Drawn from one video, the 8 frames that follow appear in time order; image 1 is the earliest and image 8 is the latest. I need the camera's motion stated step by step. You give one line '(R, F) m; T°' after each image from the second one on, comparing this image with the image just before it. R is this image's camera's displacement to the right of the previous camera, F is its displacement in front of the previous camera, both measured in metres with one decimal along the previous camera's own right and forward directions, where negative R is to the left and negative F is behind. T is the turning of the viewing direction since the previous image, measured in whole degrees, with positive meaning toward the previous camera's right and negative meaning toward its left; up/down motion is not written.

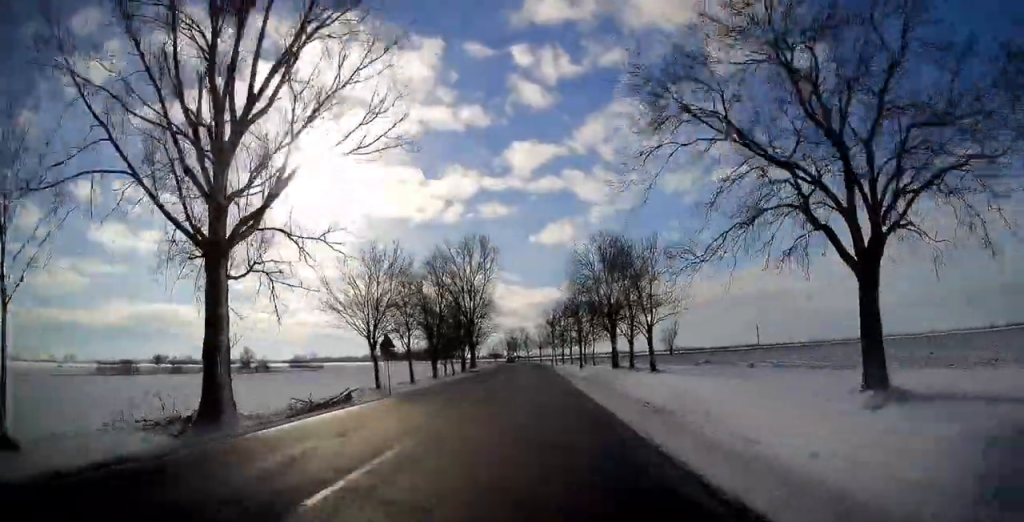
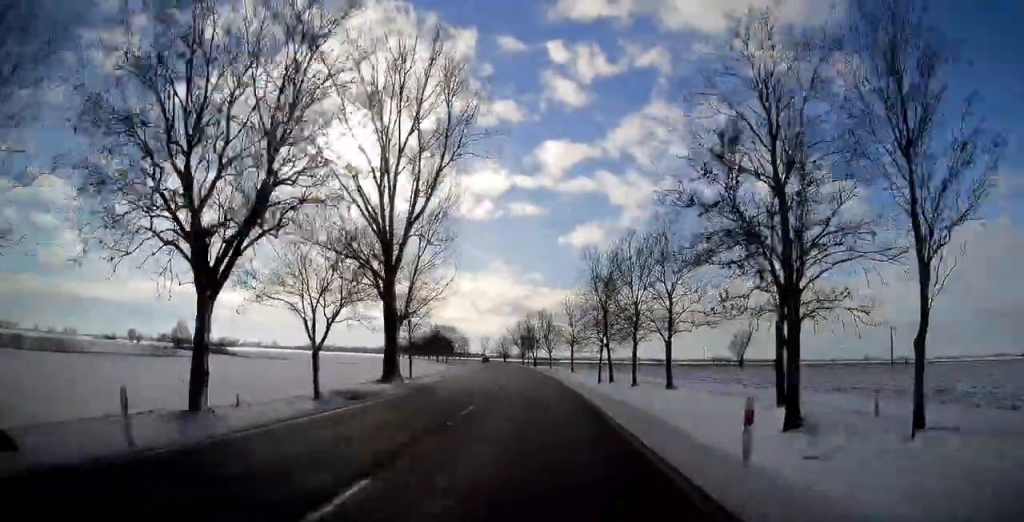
(-0.9, +74.4) m; -3°
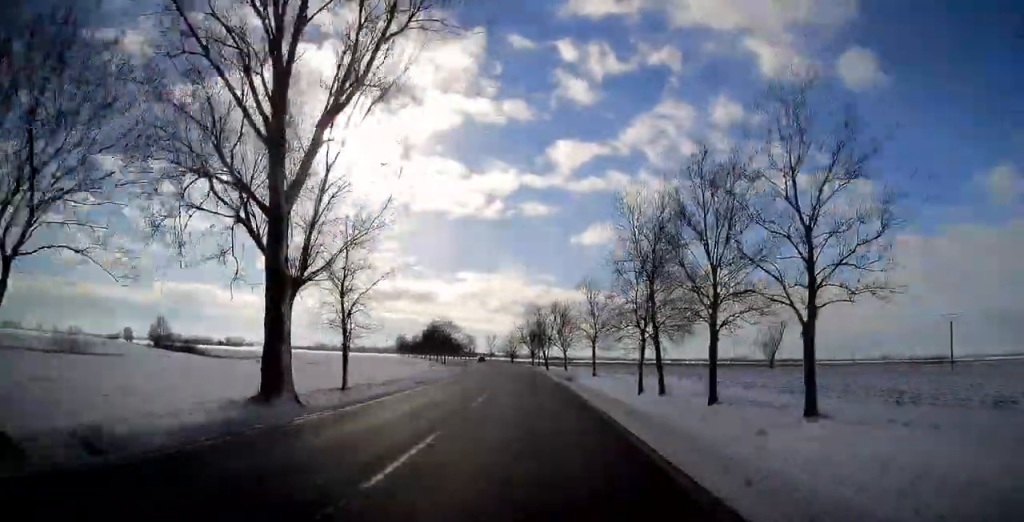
(-0.2, +20.1) m; -1°
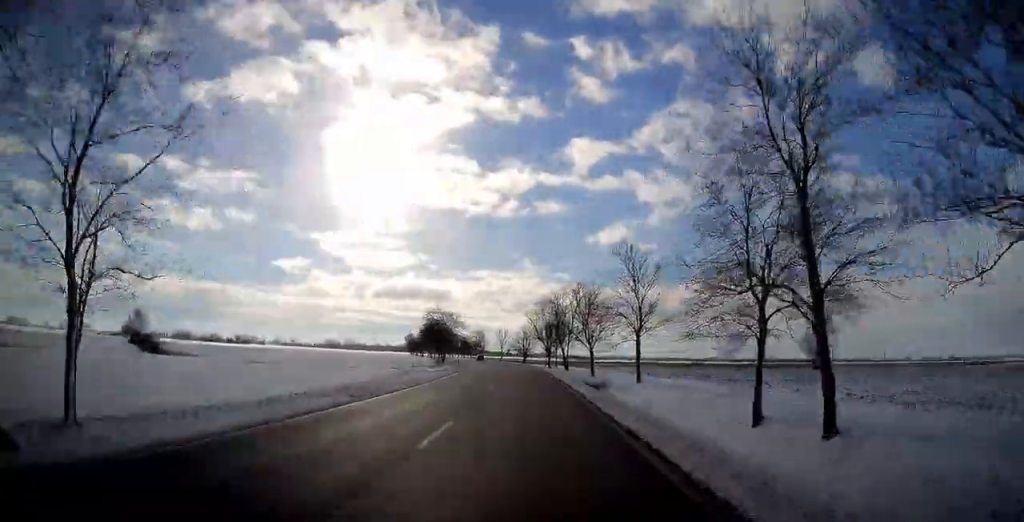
(-0.3, +21.5) m; -1°
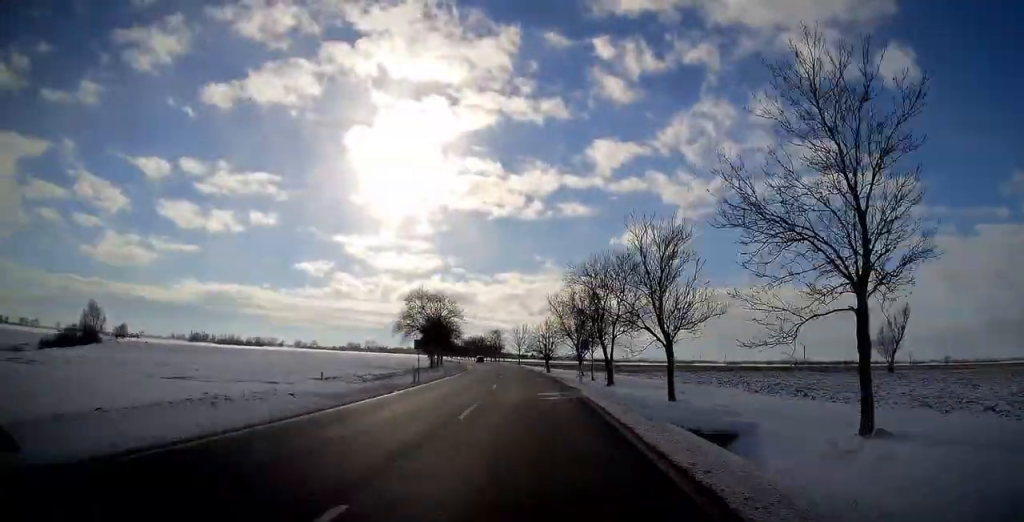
(-0.6, +31.2) m; -2°
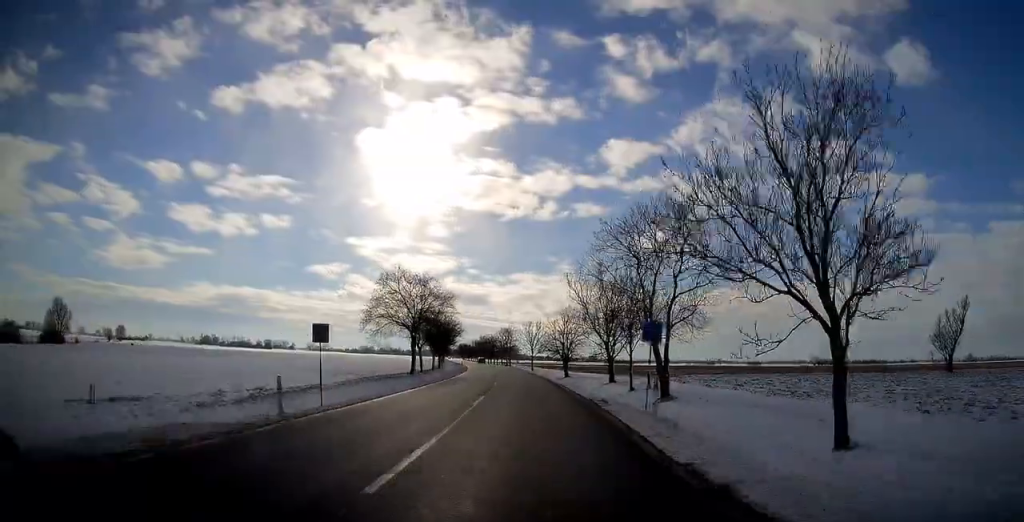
(0.0, +19.4) m; -1°
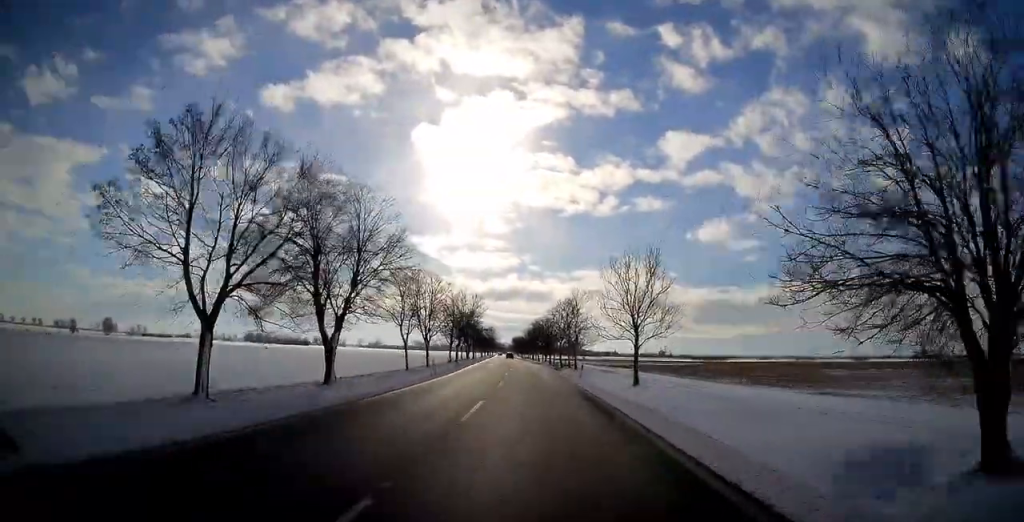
(-4.0, +75.9) m; -5°
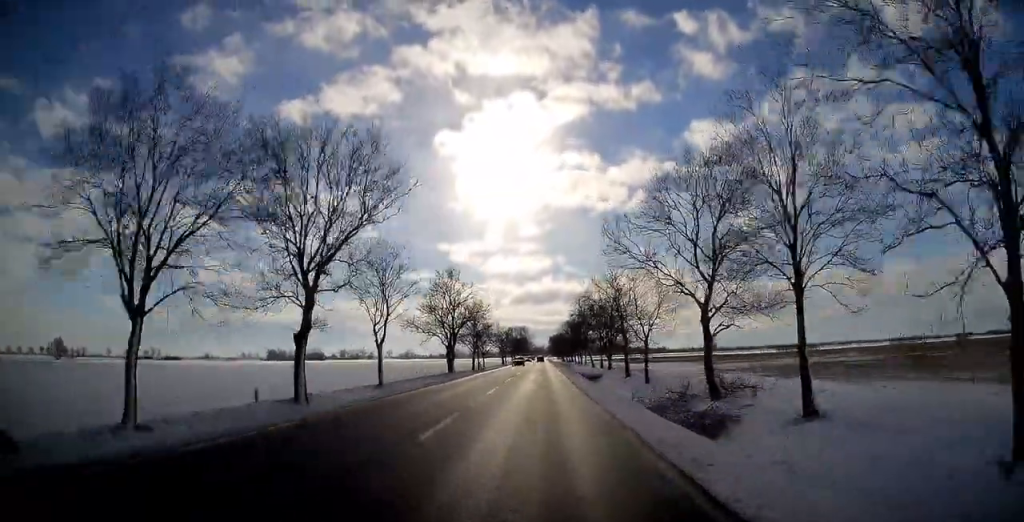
(-2.6, +75.2) m; -3°
